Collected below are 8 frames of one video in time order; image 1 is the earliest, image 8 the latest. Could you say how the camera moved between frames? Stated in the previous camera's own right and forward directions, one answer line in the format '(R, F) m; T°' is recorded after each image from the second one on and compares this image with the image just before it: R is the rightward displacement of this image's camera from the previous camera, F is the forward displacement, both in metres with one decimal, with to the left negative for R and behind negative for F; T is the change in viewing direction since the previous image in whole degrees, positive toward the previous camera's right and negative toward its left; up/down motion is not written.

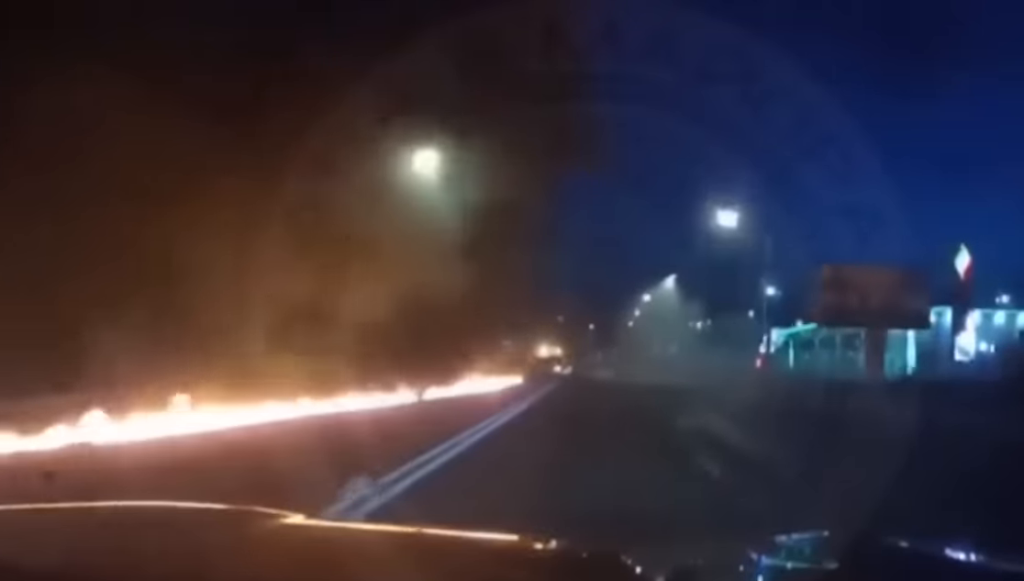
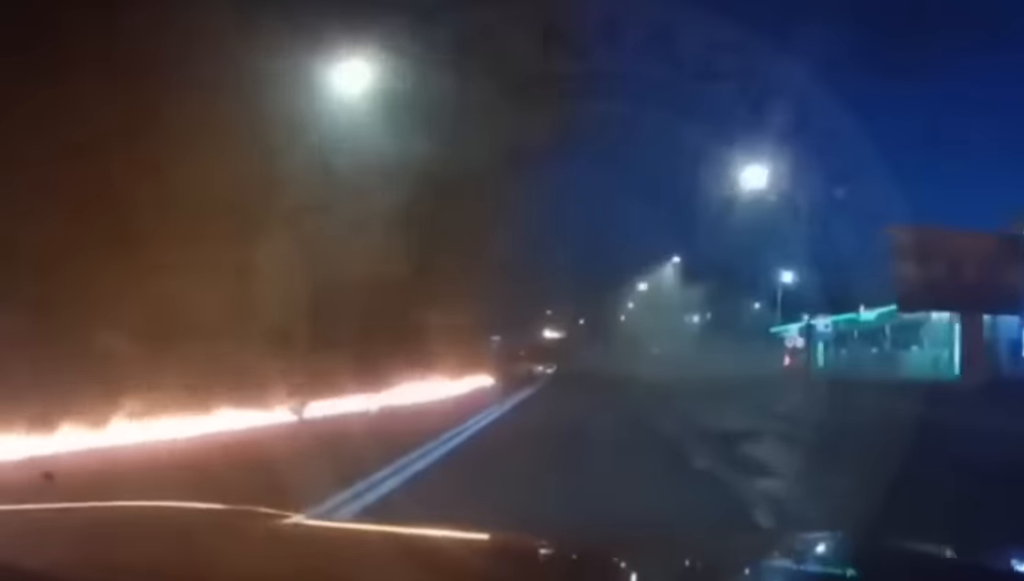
(0.0, +13.2) m; 0°
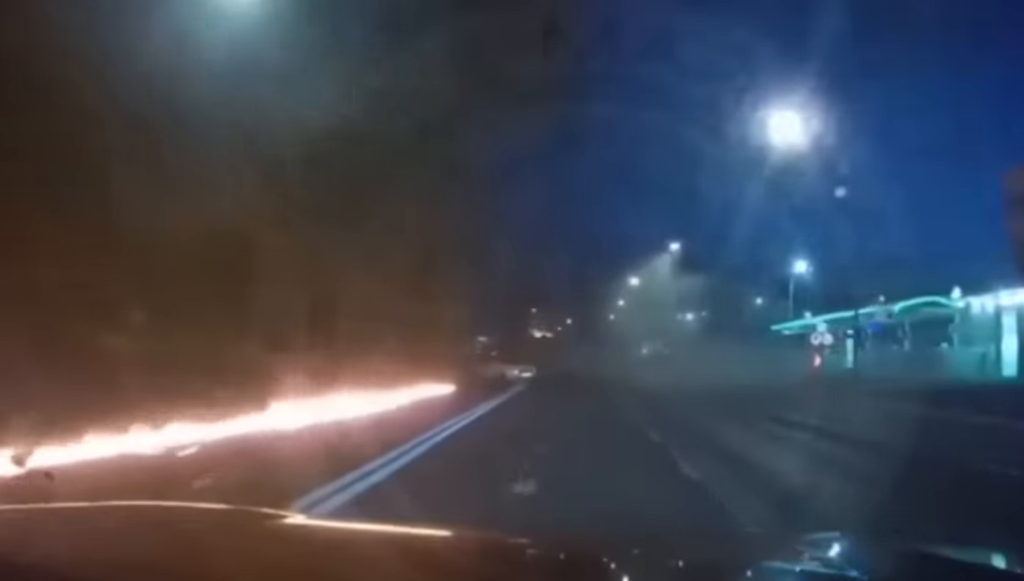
(0.0, +10.4) m; 0°
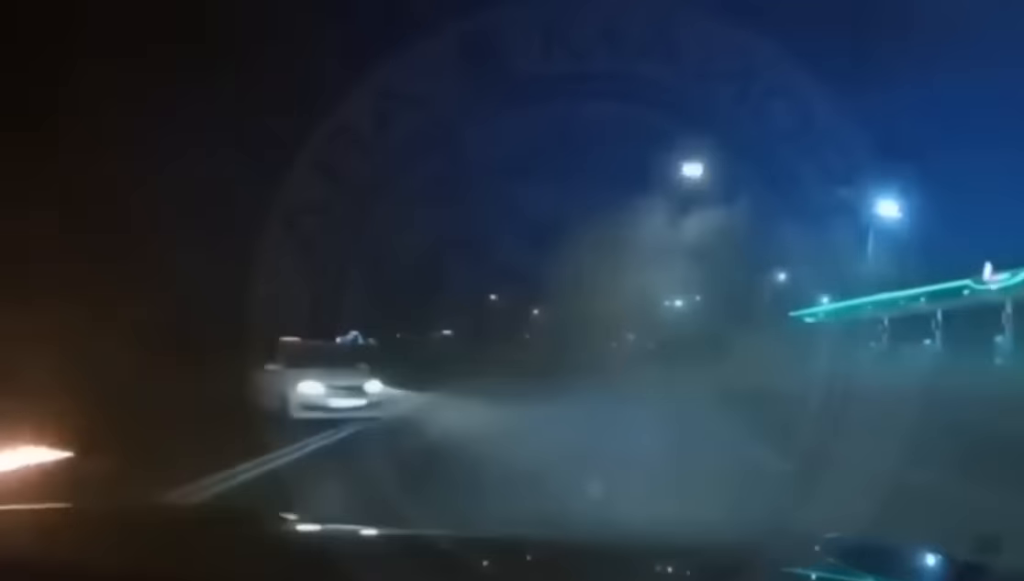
(0.0, +28.2) m; 0°
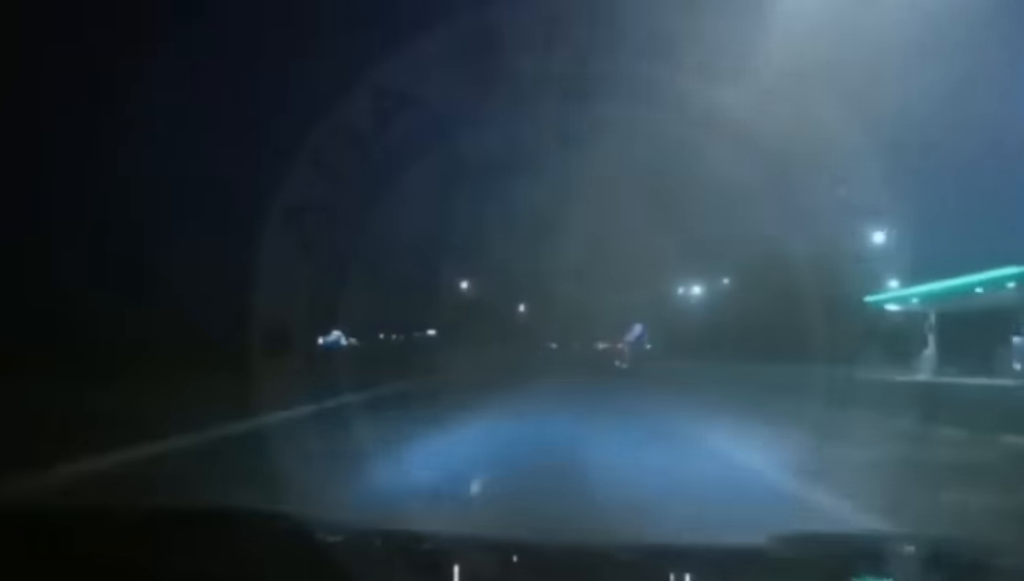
(+0.3, +30.4) m; 0°
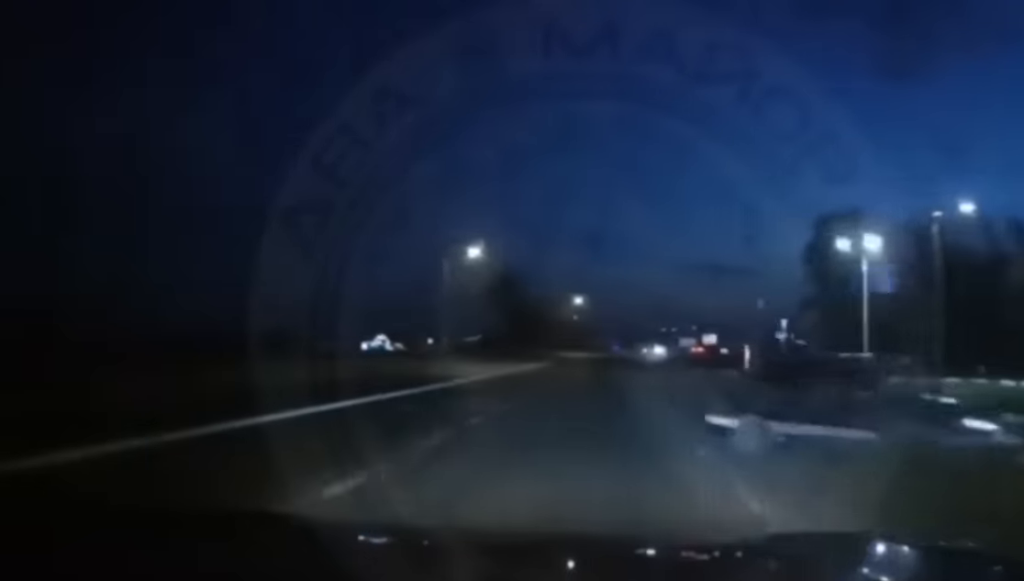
(-2.1, +47.3) m; -1°
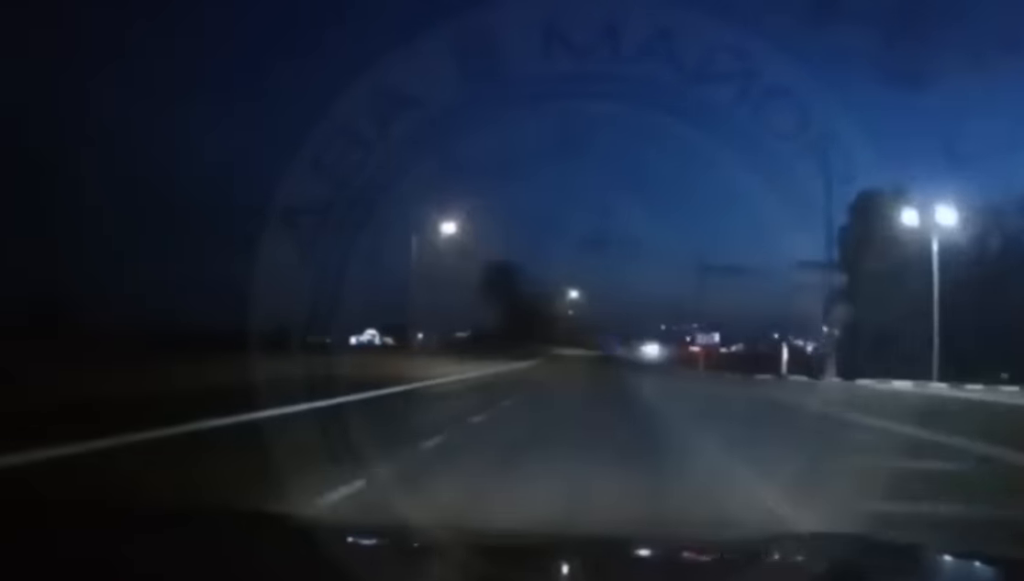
(+0.3, +12.0) m; +2°
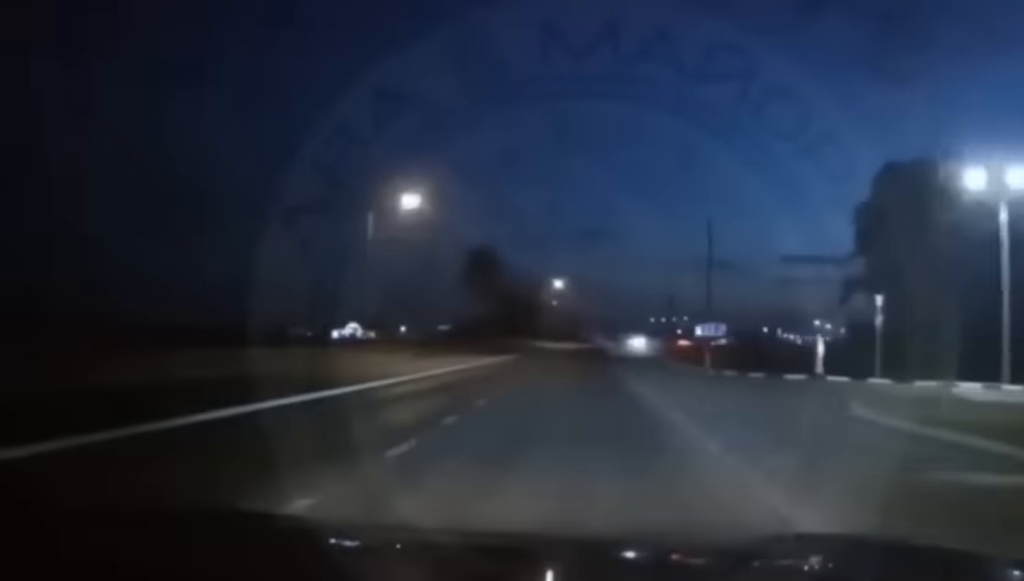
(+0.5, +9.2) m; +2°
